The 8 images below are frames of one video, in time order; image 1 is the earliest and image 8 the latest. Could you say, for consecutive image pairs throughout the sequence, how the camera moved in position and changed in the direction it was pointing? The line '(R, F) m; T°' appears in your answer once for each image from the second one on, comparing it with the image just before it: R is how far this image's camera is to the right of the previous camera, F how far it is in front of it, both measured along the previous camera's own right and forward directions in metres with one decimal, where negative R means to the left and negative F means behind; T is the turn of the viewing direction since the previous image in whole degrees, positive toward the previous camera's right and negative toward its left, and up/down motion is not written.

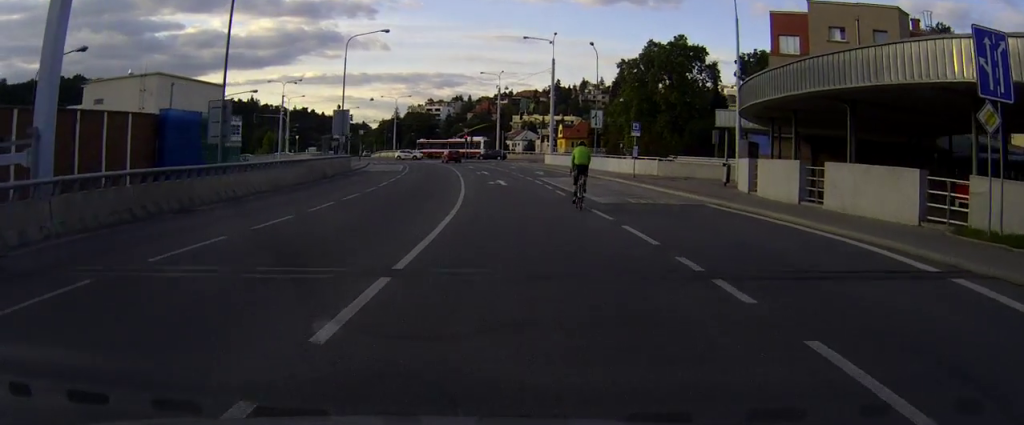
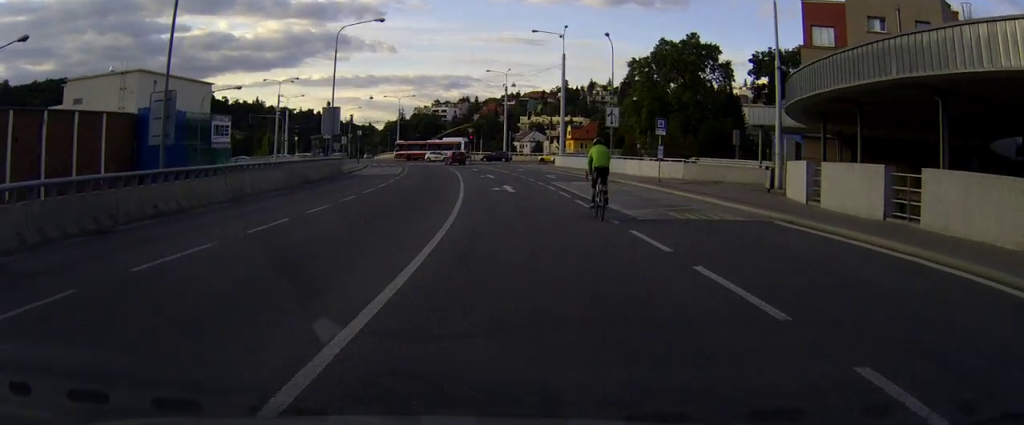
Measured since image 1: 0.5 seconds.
(+0.1, +5.0) m; 0°
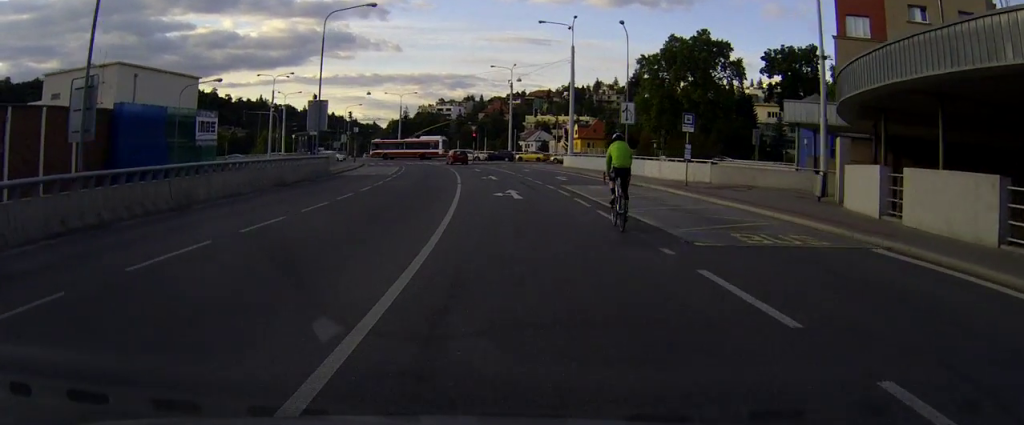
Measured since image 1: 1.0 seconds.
(0.0, +4.7) m; -1°
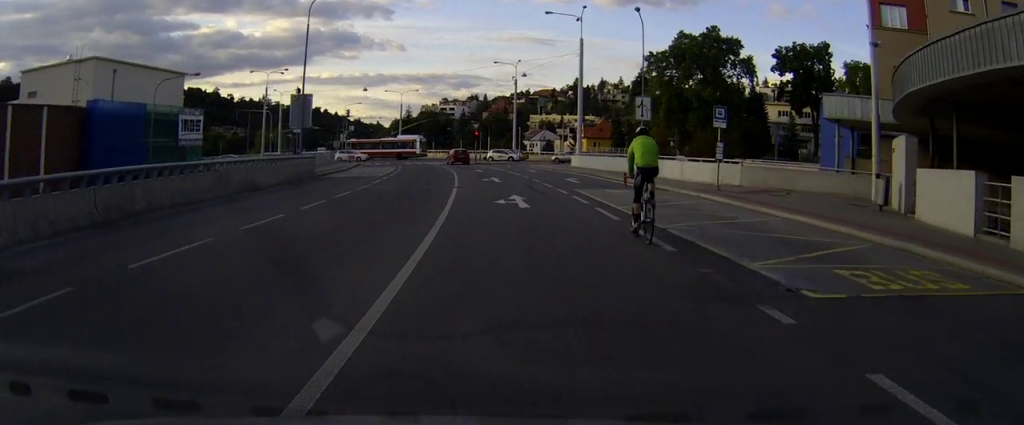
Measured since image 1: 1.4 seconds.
(0.0, +4.3) m; -1°
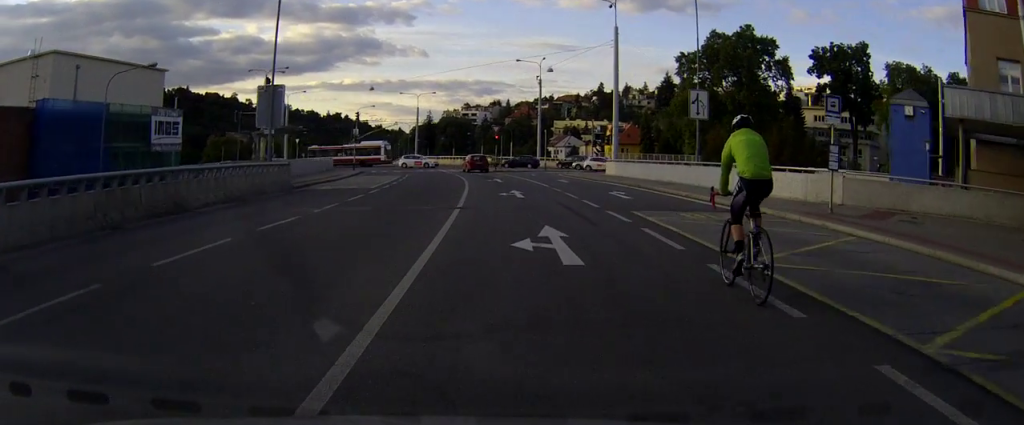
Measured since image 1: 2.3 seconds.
(-0.2, +8.6) m; -3°
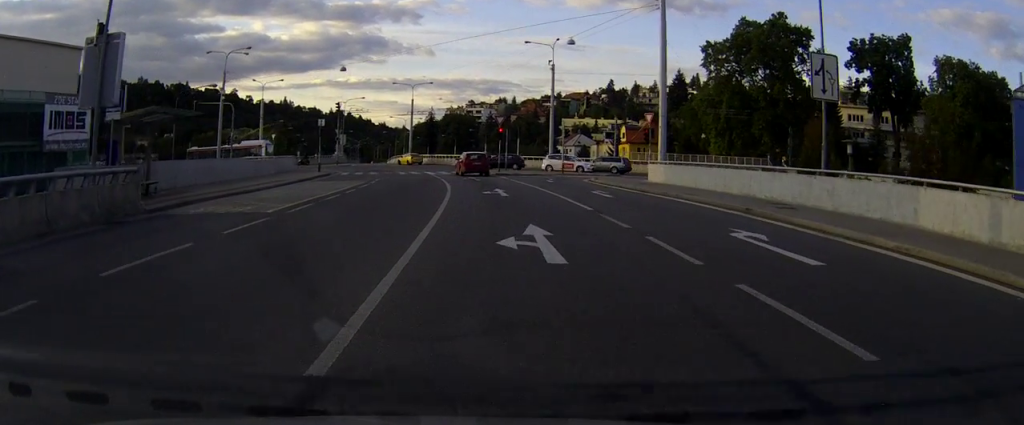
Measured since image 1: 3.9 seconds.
(-0.8, +14.8) m; -5°
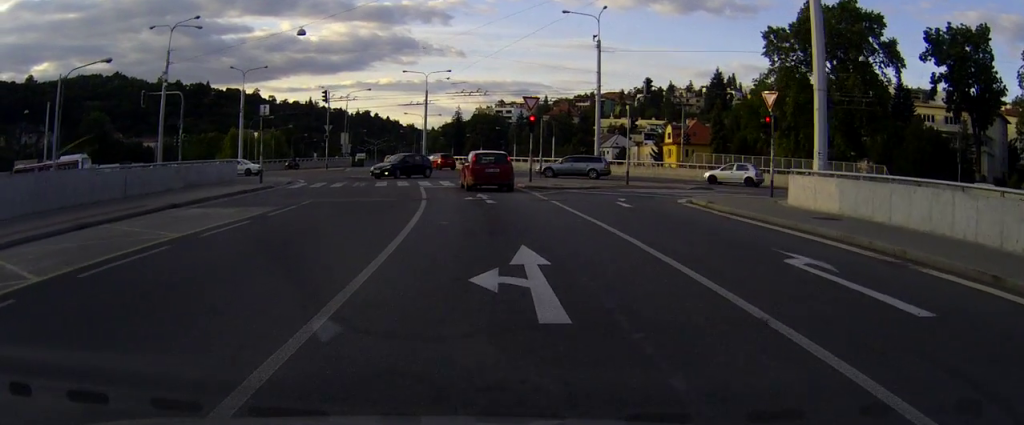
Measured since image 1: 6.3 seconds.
(-0.6, +18.3) m; -4°
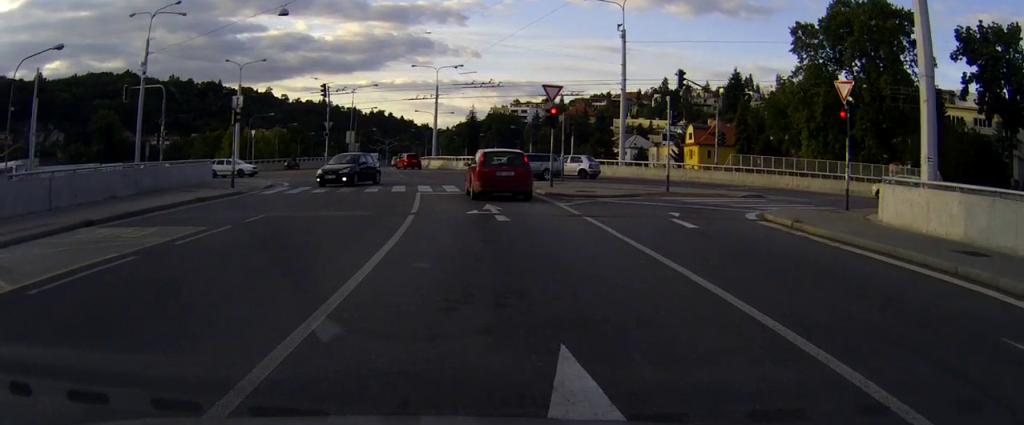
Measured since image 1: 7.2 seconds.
(0.0, +5.8) m; 0°
